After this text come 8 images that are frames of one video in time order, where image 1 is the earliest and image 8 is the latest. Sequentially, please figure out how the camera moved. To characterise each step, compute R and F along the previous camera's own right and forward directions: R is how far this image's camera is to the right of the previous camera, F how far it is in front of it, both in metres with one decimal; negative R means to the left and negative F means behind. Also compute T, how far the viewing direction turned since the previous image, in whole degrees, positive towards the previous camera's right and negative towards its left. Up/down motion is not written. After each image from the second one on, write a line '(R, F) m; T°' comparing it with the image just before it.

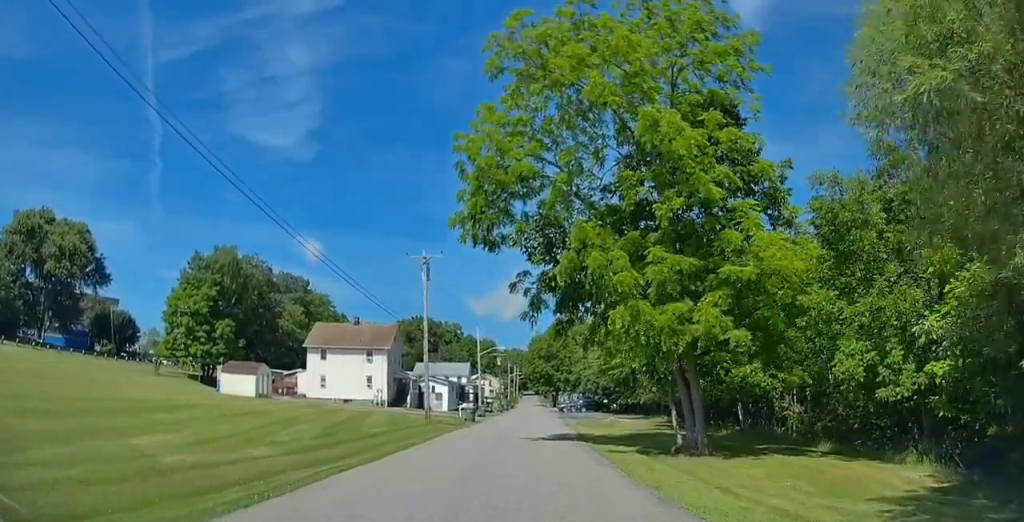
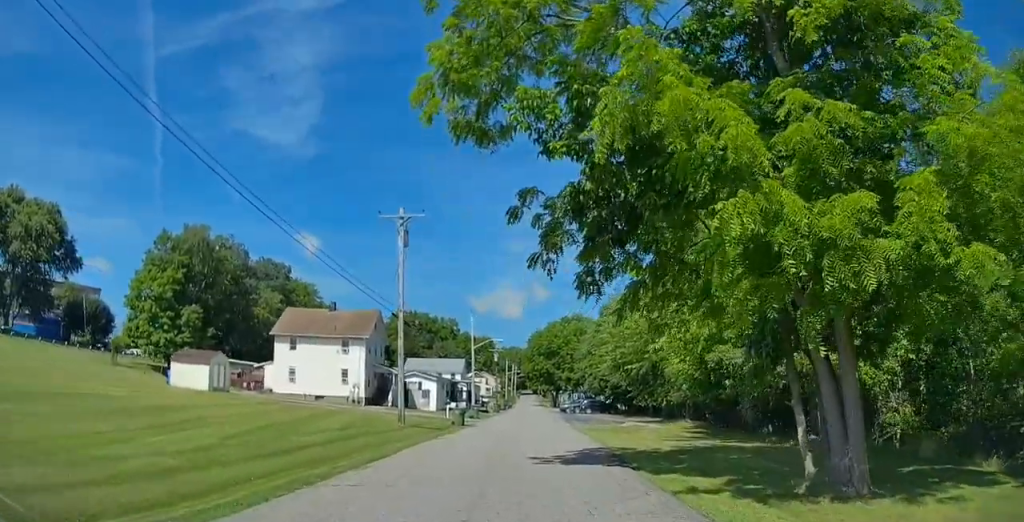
(+0.3, +8.9) m; 0°
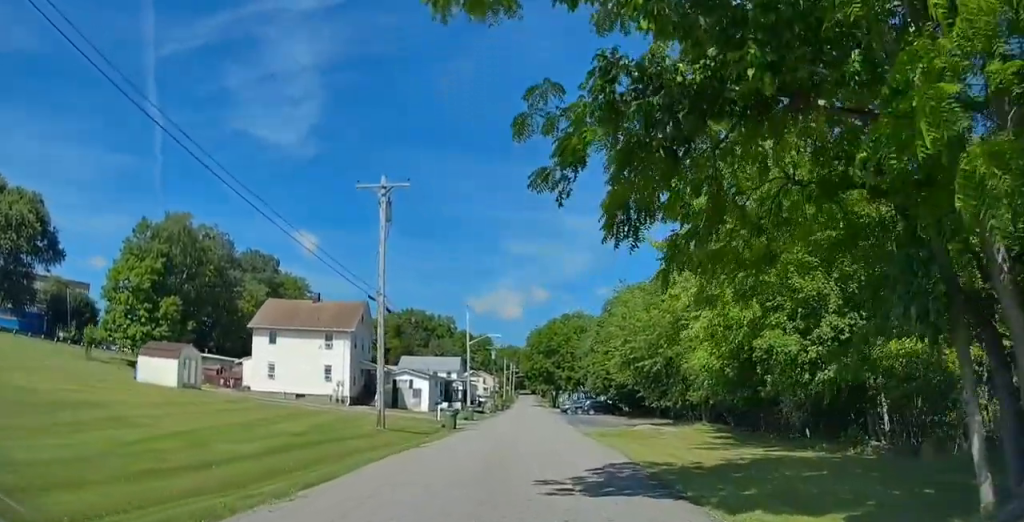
(-0.3, +4.8) m; 0°
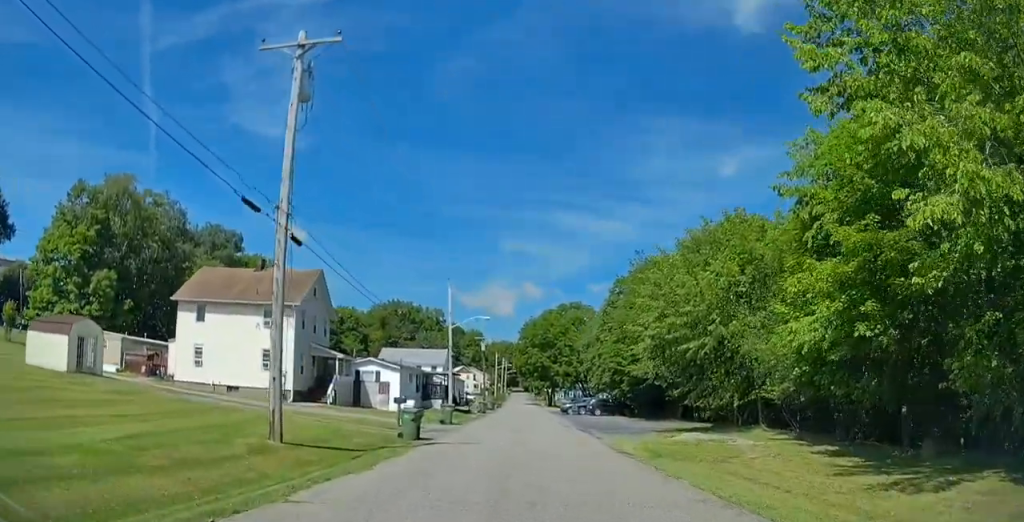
(+0.3, +11.6) m; +3°
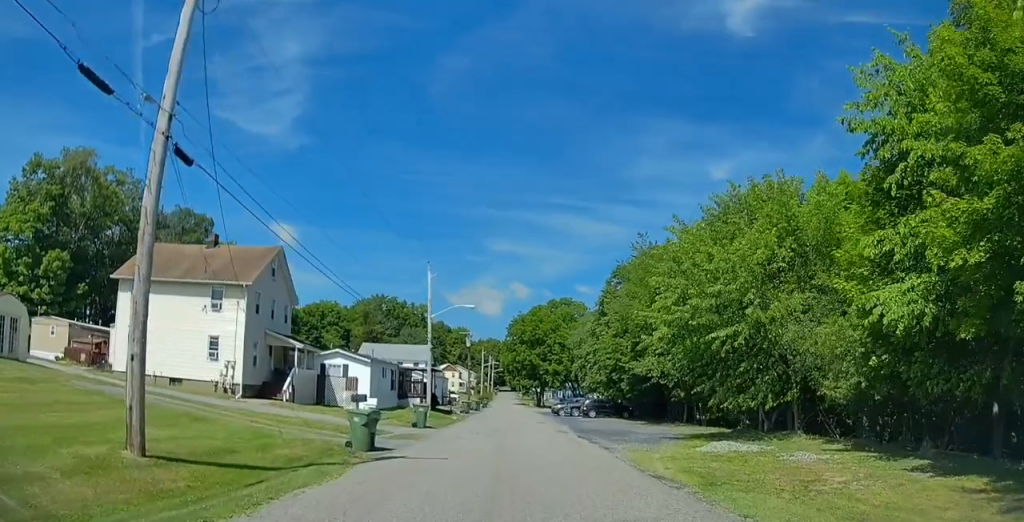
(0.0, +5.8) m; 0°
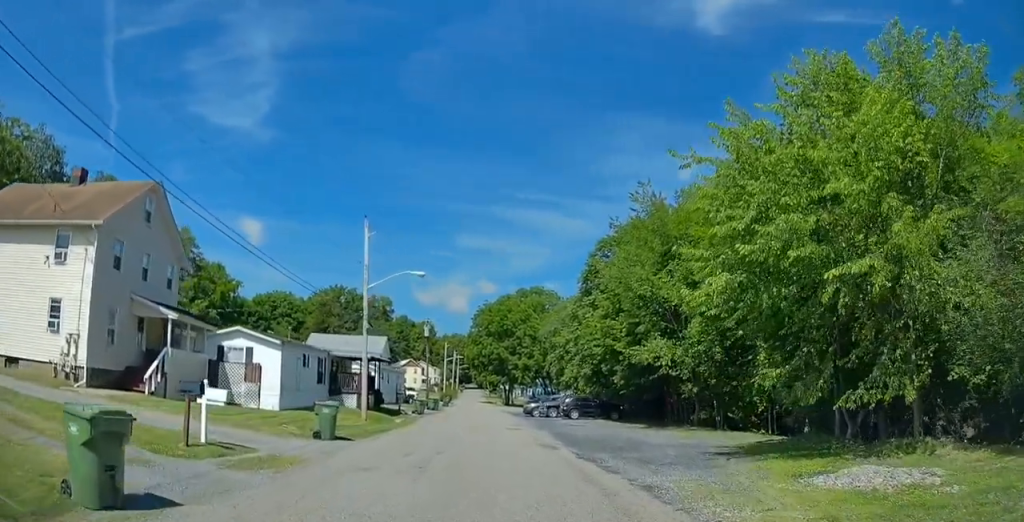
(0.0, +11.0) m; +2°
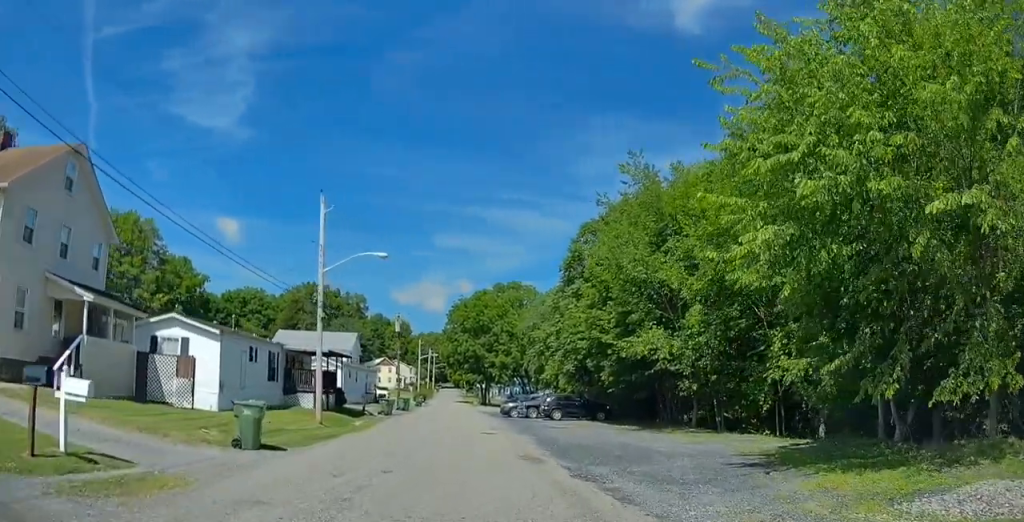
(0.0, +4.4) m; +2°
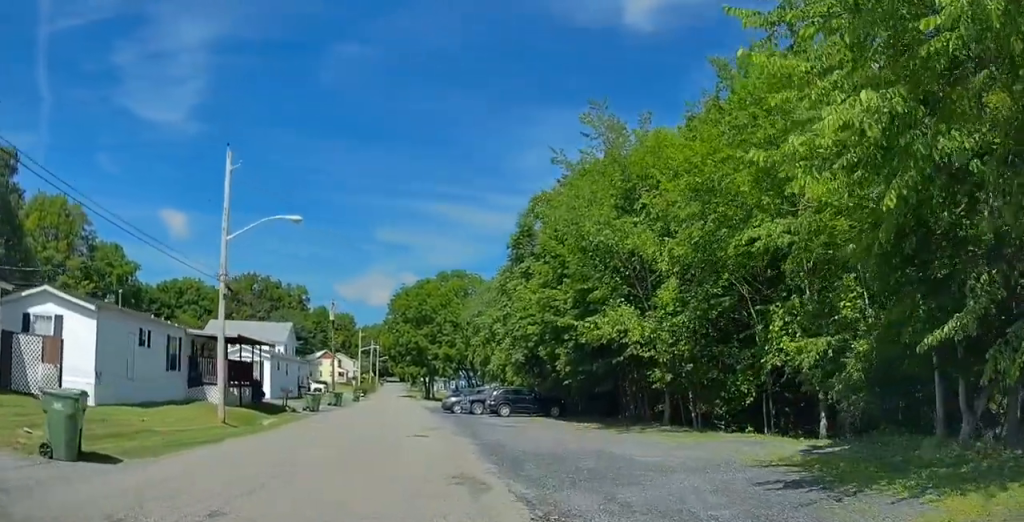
(+0.3, +5.5) m; +4°
